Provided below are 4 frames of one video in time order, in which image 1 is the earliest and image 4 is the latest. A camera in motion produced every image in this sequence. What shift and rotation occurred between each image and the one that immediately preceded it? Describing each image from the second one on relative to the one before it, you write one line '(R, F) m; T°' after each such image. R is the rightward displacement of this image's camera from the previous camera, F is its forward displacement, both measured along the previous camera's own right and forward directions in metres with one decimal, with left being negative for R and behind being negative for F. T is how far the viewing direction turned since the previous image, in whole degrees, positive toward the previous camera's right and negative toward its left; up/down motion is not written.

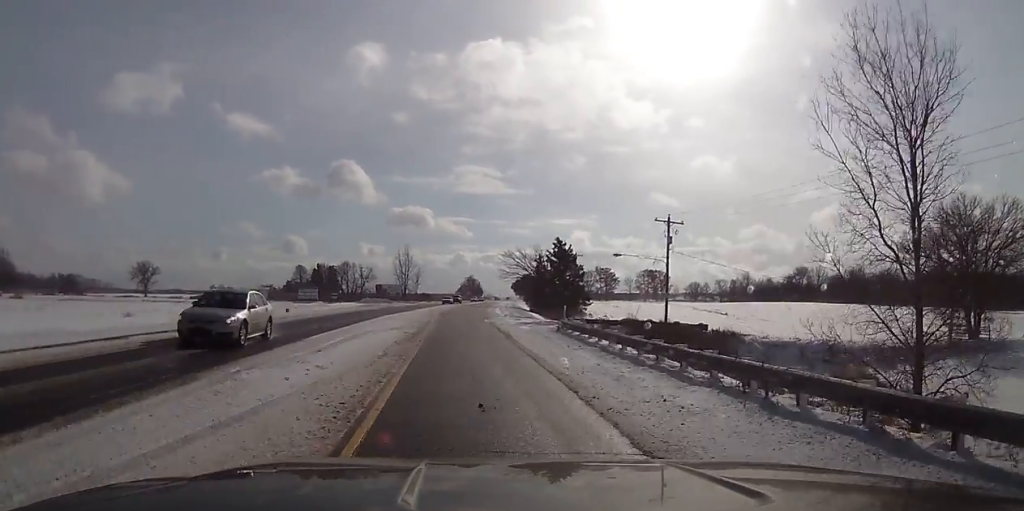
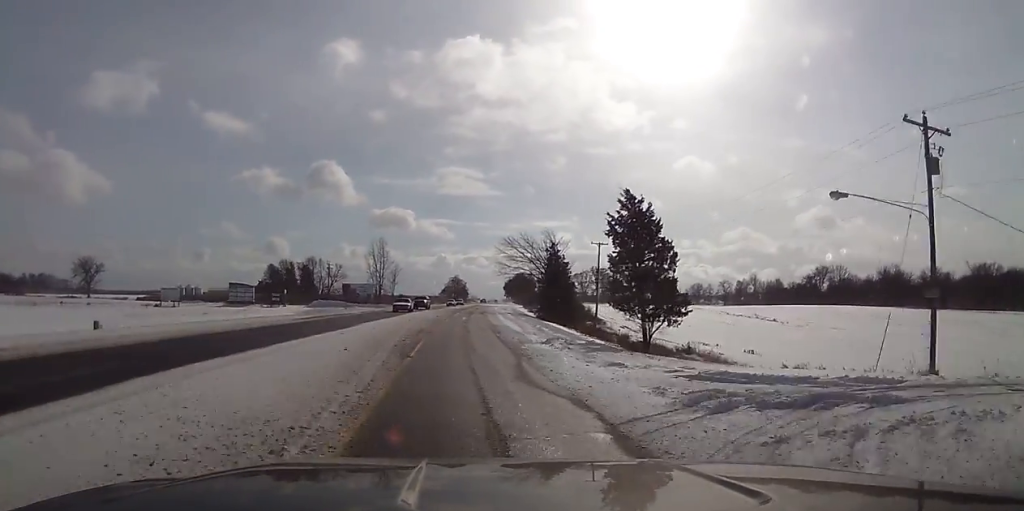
(+0.4, +33.4) m; +1°
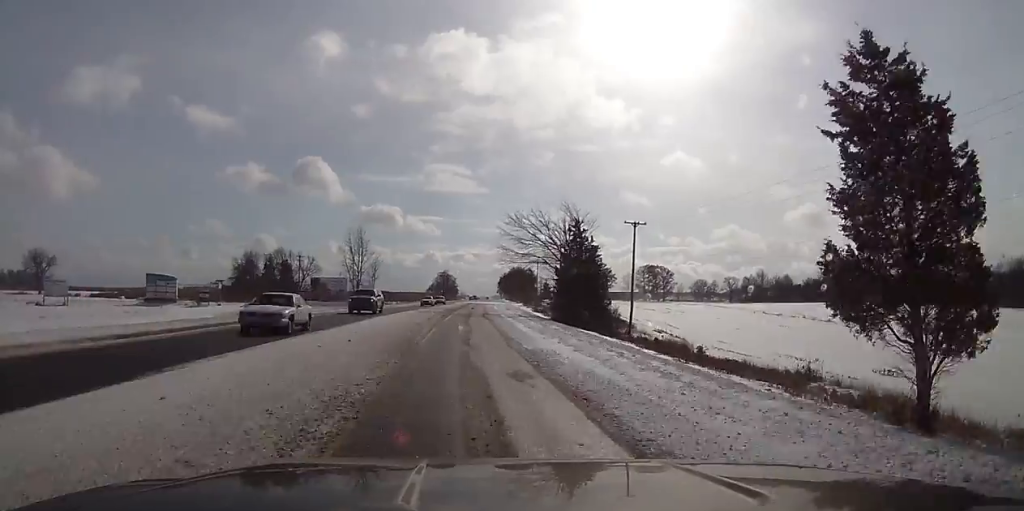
(0.0, +24.7) m; +2°
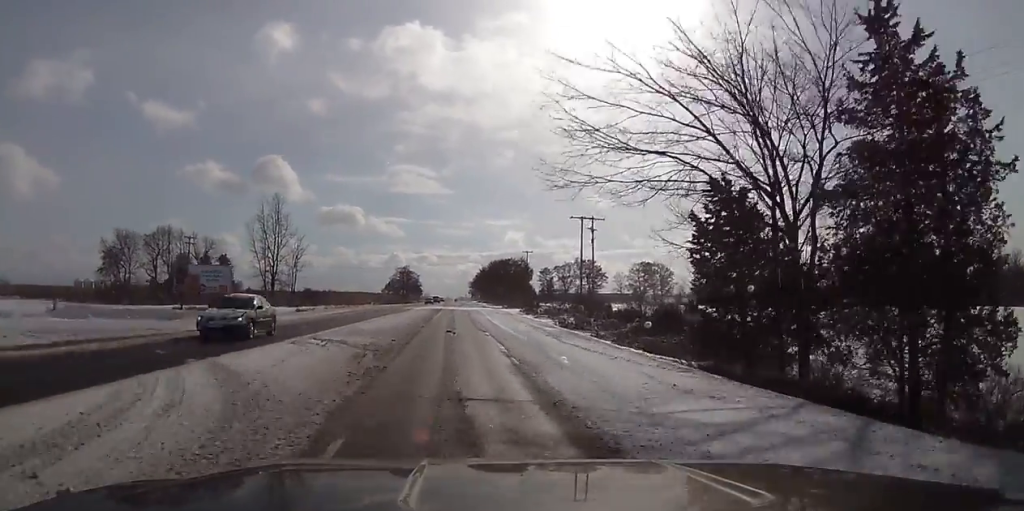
(+1.1, +54.6) m; +2°
